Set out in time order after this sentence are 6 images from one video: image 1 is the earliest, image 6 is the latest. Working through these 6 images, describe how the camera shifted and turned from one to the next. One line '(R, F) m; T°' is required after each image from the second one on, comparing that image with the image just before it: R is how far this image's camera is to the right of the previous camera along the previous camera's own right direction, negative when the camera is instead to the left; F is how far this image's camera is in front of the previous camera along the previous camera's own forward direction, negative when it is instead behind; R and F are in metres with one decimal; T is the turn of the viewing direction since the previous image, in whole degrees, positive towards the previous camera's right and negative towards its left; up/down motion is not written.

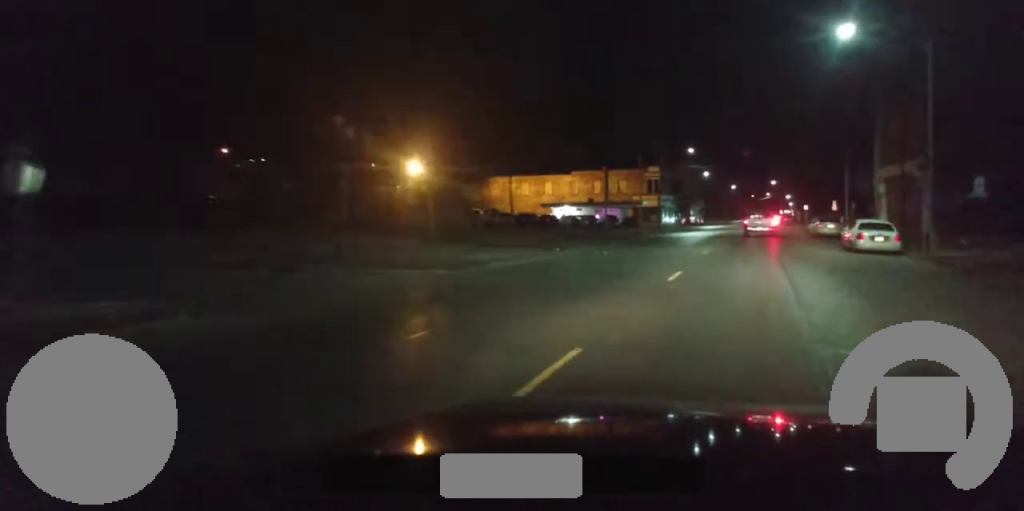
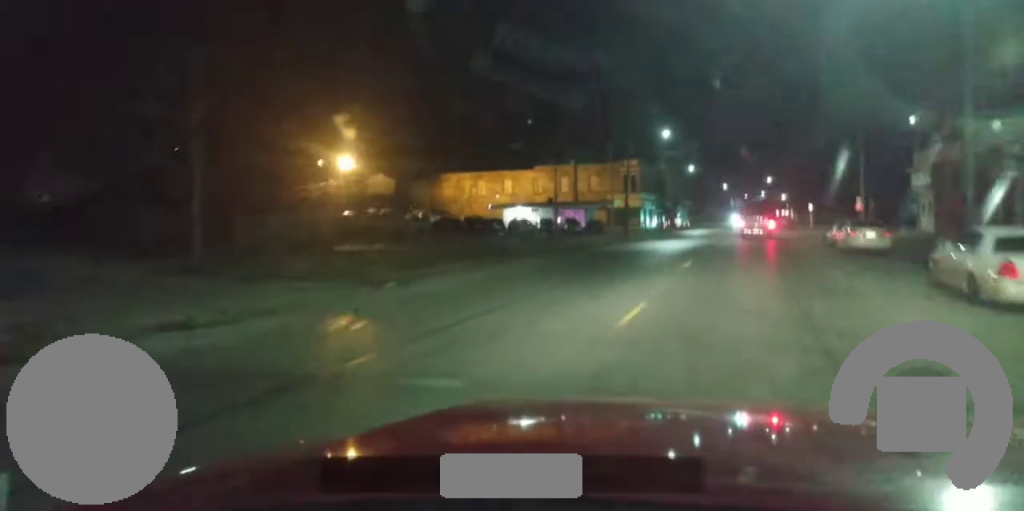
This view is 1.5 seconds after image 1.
(0.0, +20.0) m; -2°
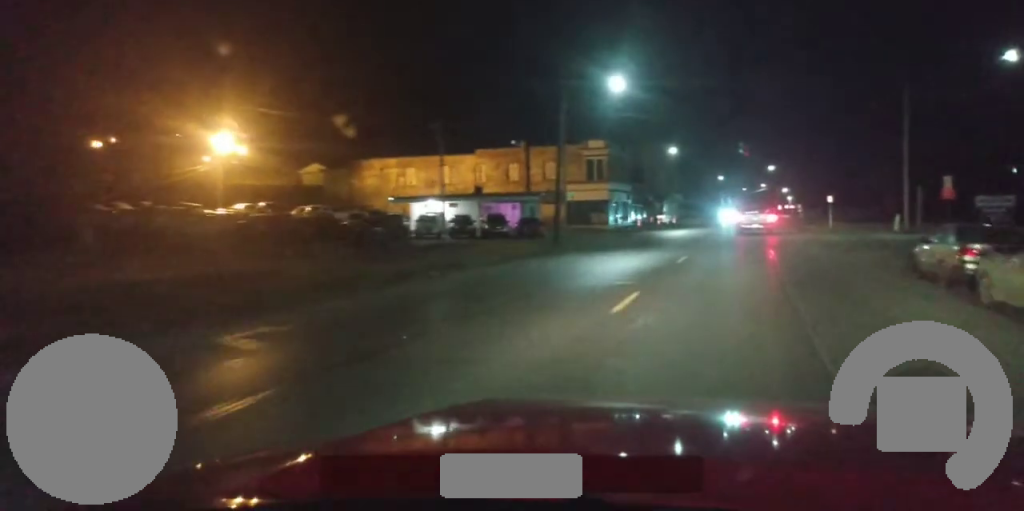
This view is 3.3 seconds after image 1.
(-1.1, +23.6) m; -3°
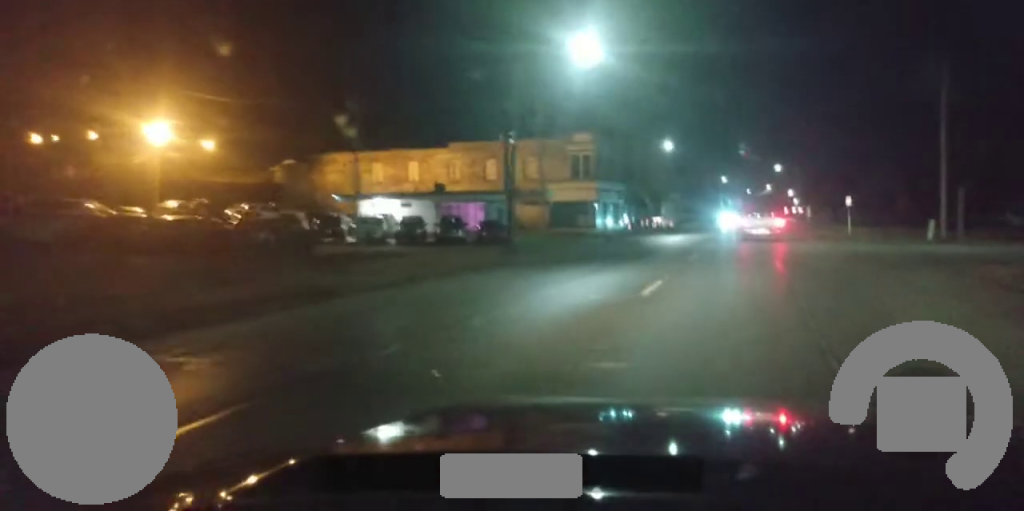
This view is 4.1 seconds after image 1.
(+0.1, +9.6) m; +2°
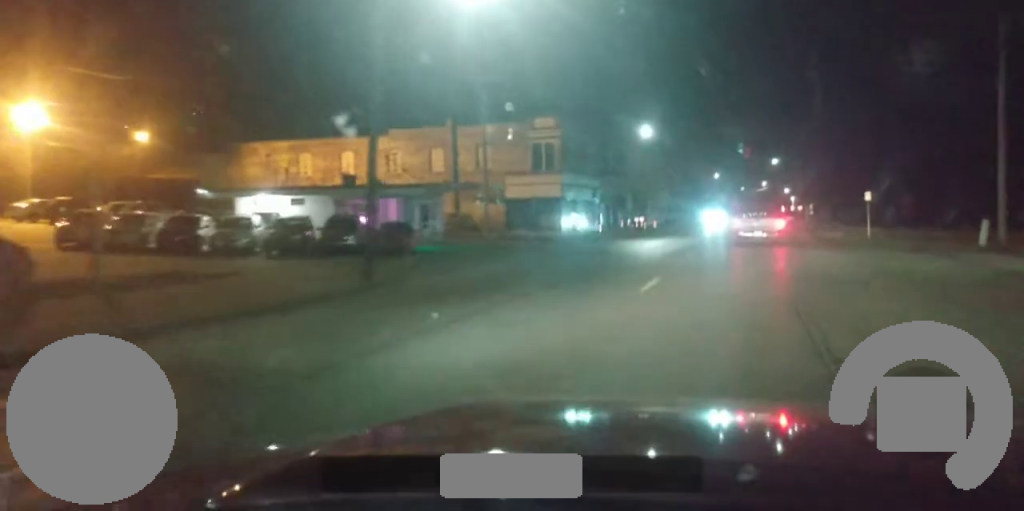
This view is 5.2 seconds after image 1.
(+0.5, +12.0) m; +5°
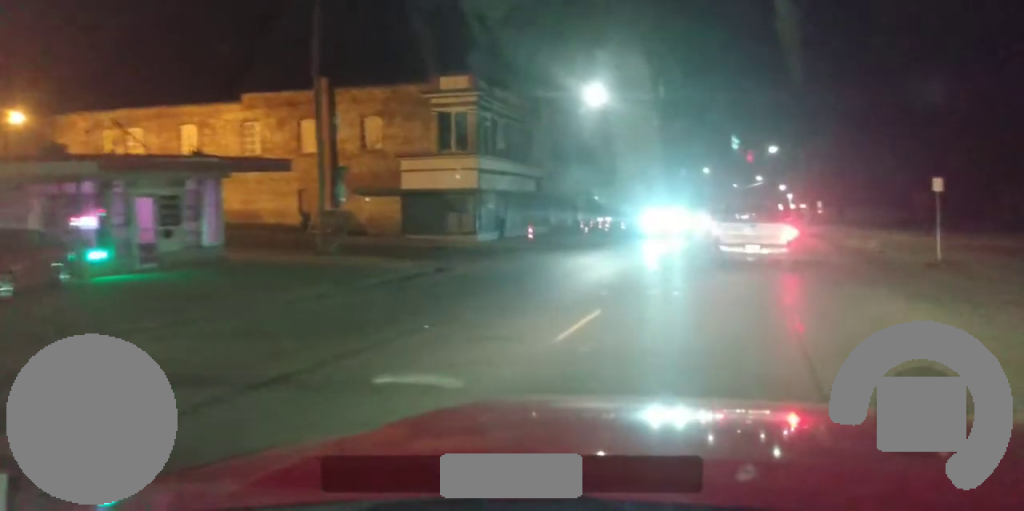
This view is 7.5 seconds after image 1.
(+0.6, +18.0) m; -4°
